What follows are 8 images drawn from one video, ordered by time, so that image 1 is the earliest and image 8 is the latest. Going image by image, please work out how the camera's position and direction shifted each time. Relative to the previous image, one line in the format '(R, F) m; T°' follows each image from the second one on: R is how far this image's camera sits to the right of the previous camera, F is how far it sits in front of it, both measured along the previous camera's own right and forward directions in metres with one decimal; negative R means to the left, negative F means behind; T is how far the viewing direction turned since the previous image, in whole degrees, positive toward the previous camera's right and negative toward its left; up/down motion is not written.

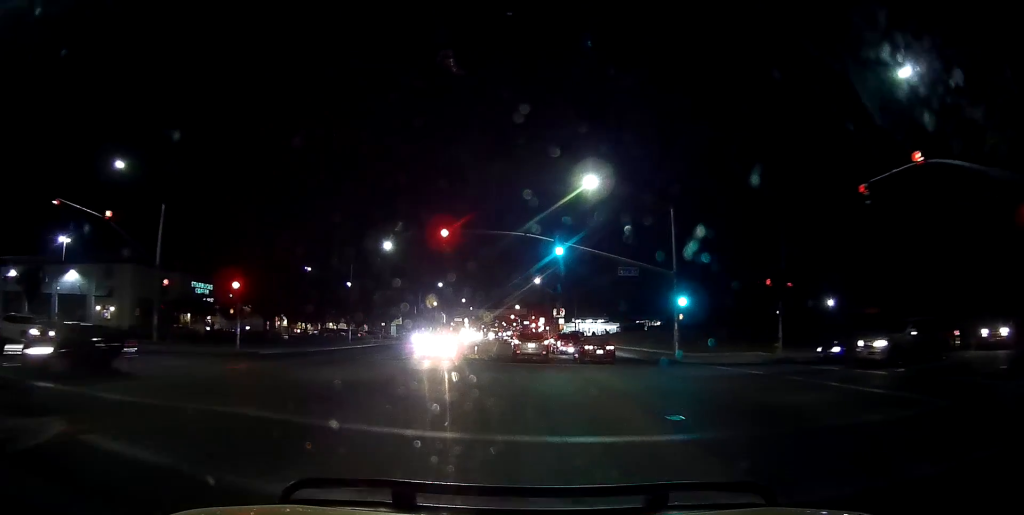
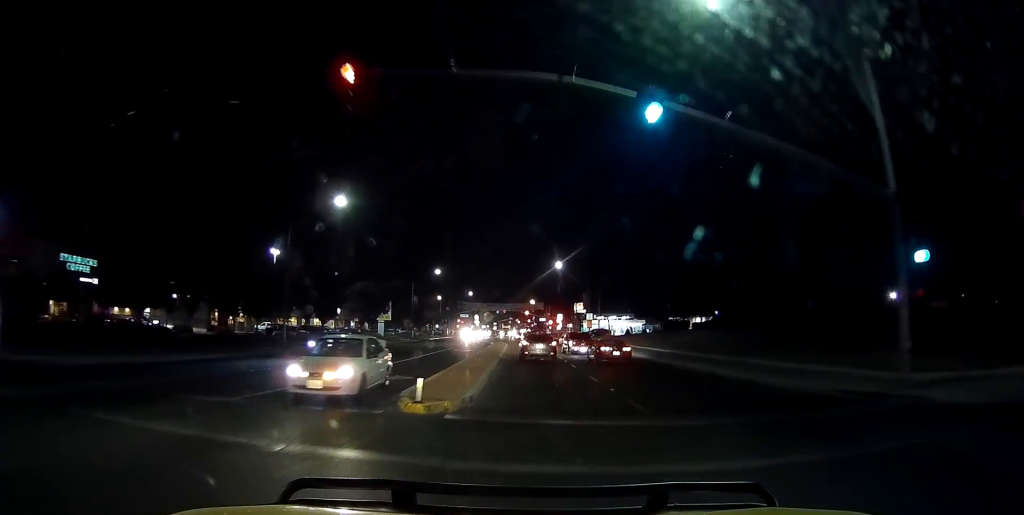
(+0.7, +19.1) m; +2°
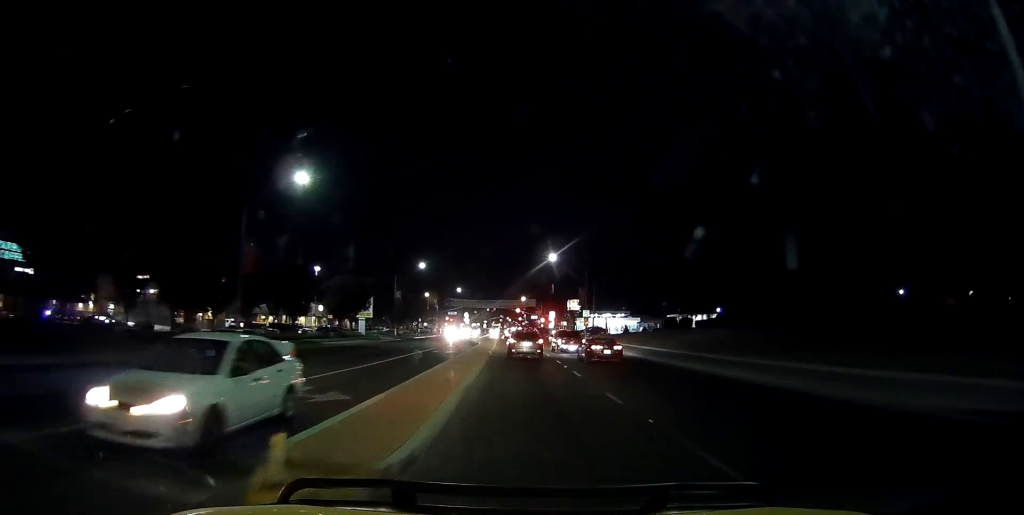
(0.0, +5.5) m; 0°
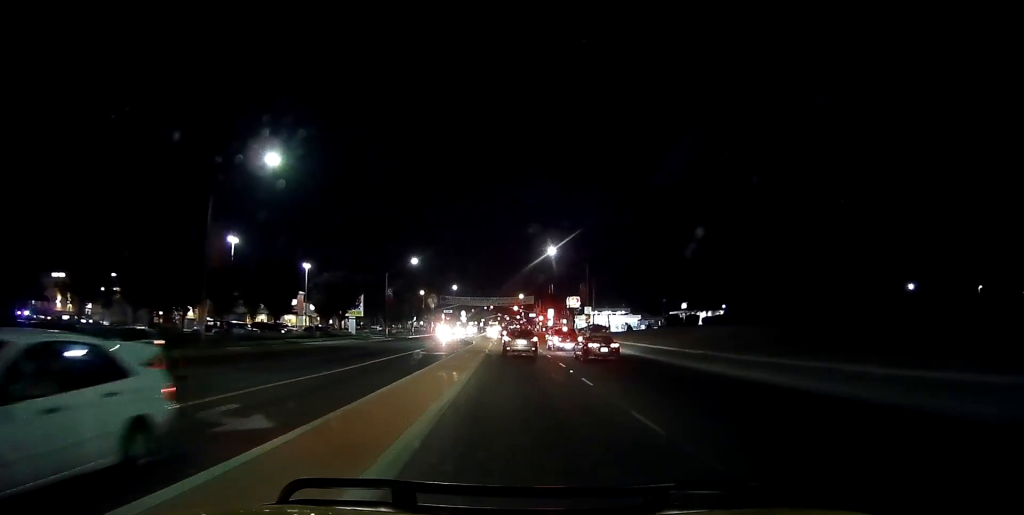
(0.0, +3.7) m; -1°
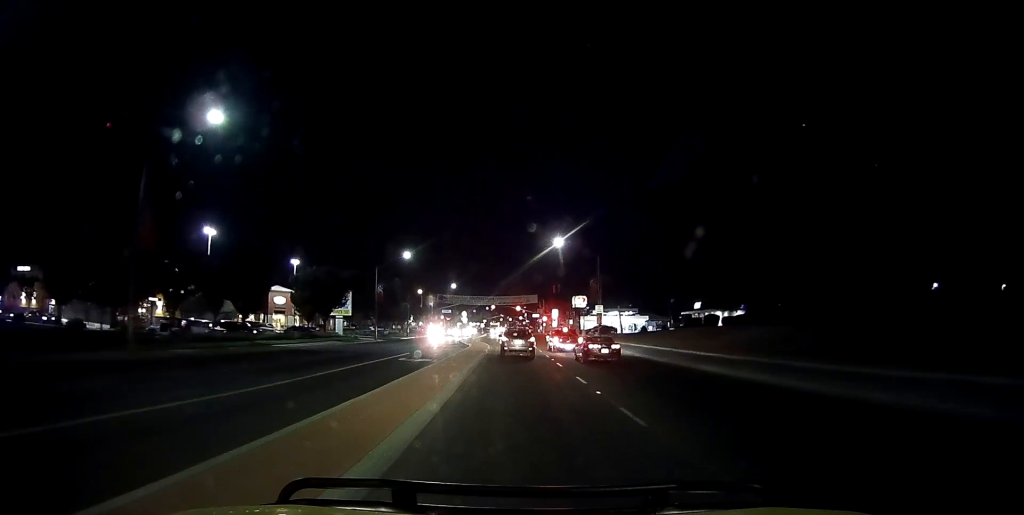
(0.0, +6.6) m; -1°
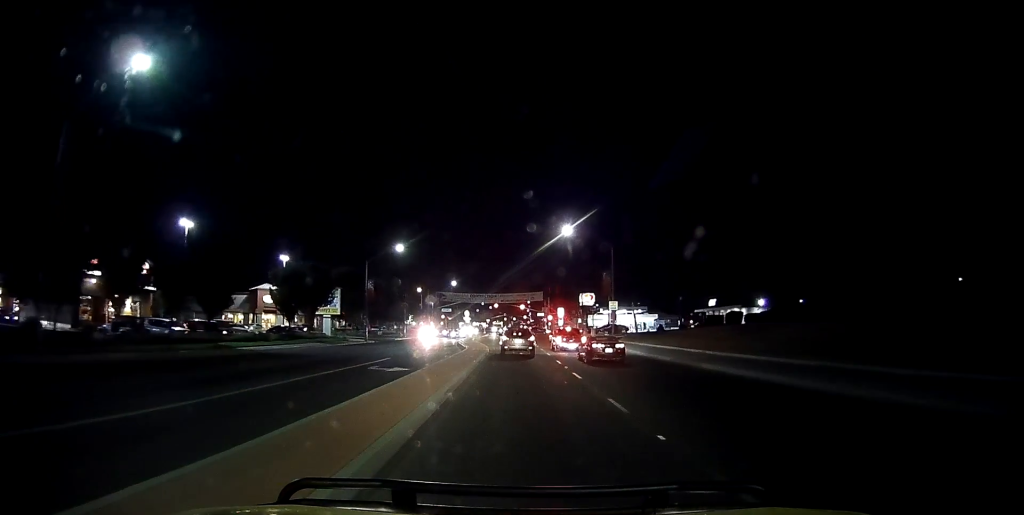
(-0.2, +6.0) m; -1°
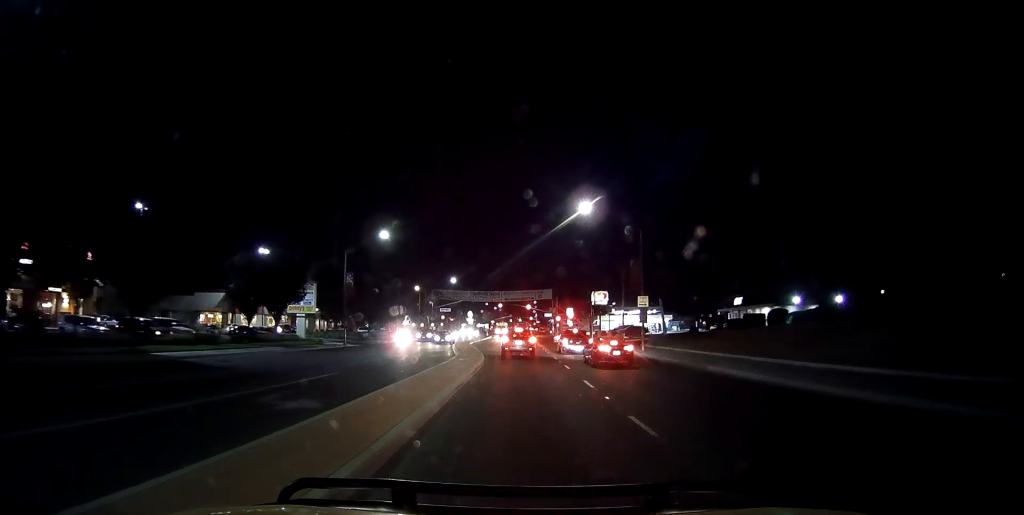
(-0.1, +9.5) m; +1°
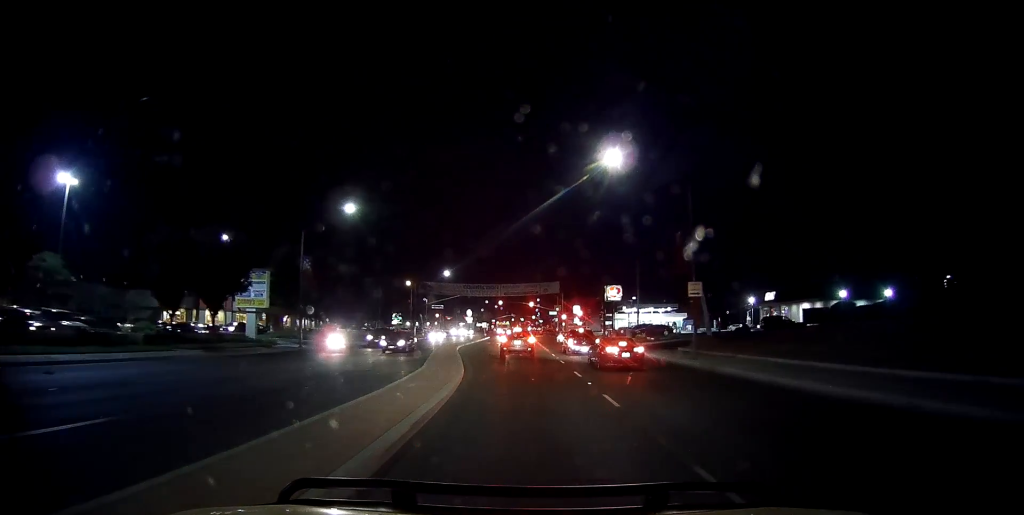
(+0.3, +10.5) m; +1°
